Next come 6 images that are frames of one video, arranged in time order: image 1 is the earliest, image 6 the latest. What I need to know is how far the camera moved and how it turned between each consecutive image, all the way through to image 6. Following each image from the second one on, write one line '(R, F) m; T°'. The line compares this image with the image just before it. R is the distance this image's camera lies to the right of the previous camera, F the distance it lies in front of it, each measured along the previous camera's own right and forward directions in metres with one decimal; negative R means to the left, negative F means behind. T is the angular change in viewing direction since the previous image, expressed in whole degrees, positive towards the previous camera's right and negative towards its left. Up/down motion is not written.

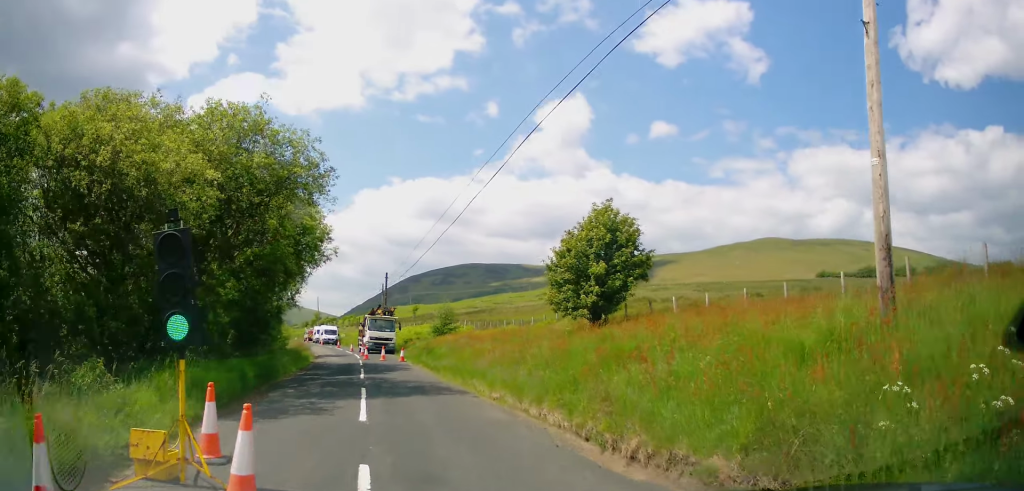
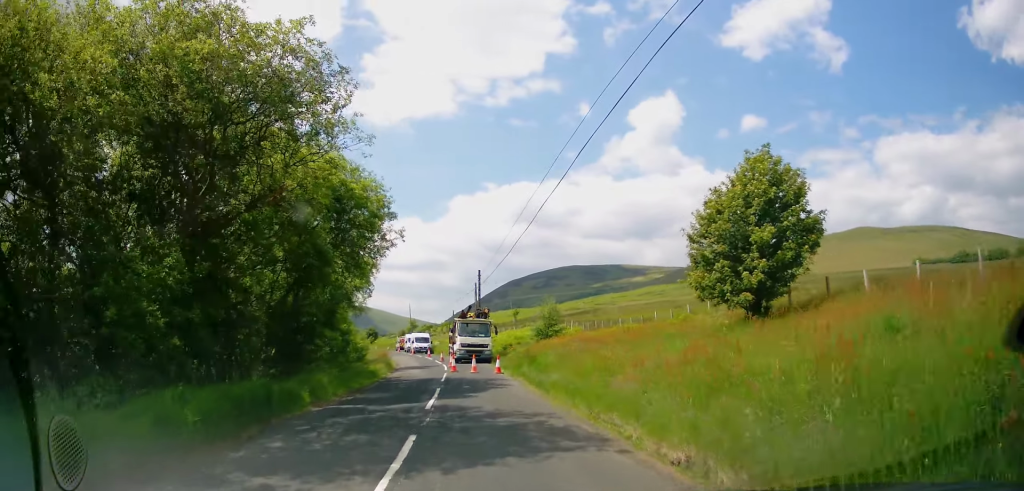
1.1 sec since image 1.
(+0.1, +5.8) m; -4°
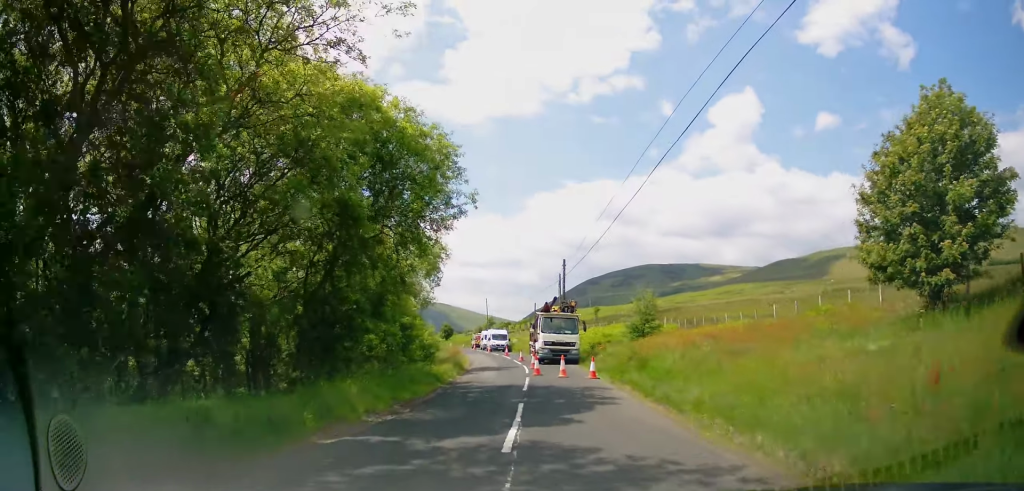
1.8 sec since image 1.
(-0.3, +4.5) m; -5°
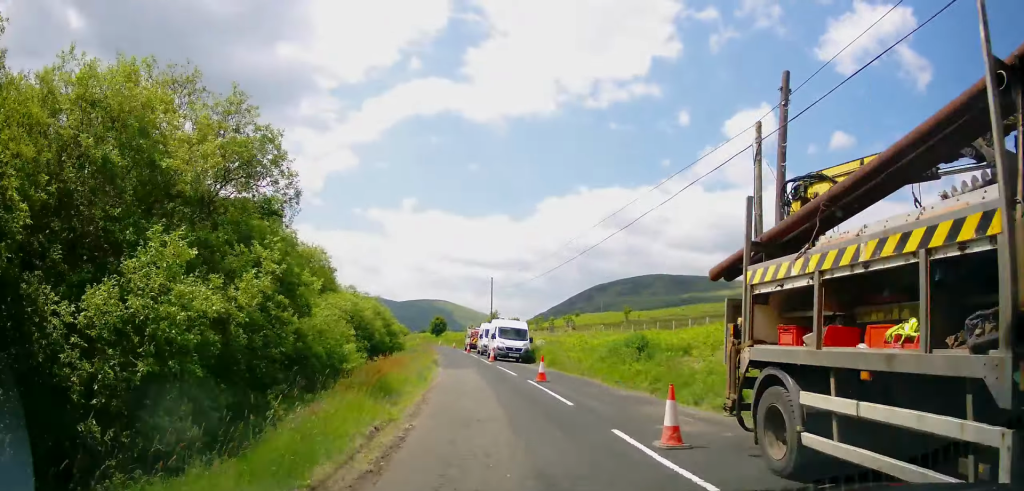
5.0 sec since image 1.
(-1.6, +29.7) m; -2°
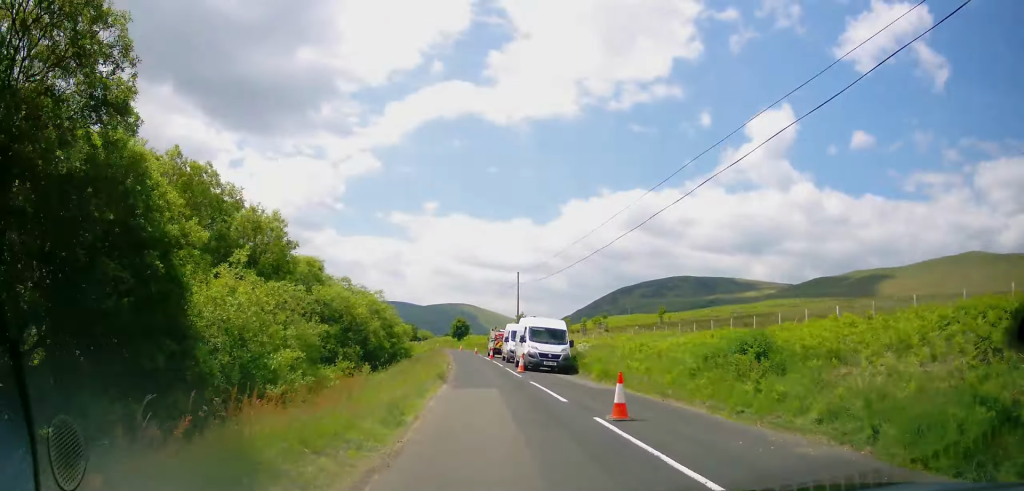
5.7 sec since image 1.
(0.0, +7.9) m; -2°
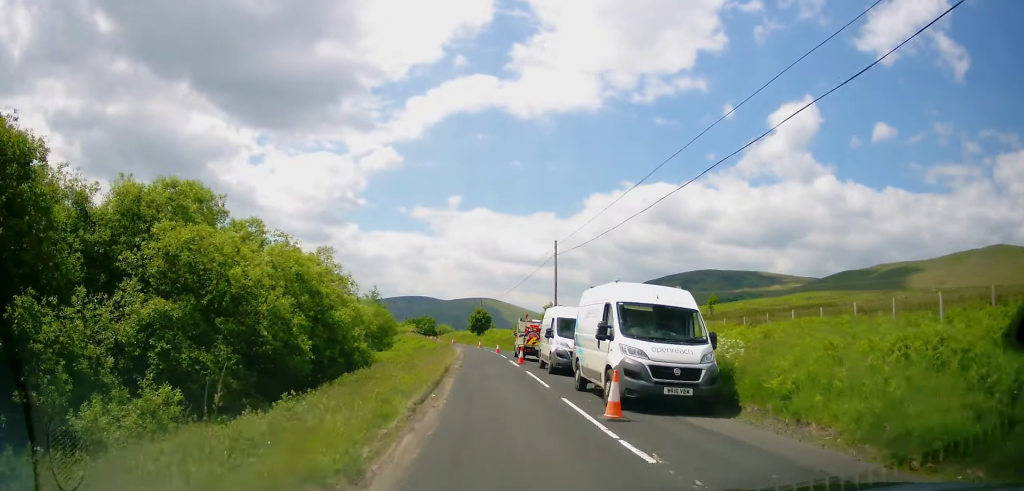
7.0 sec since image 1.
(-0.7, +15.0) m; -4°
